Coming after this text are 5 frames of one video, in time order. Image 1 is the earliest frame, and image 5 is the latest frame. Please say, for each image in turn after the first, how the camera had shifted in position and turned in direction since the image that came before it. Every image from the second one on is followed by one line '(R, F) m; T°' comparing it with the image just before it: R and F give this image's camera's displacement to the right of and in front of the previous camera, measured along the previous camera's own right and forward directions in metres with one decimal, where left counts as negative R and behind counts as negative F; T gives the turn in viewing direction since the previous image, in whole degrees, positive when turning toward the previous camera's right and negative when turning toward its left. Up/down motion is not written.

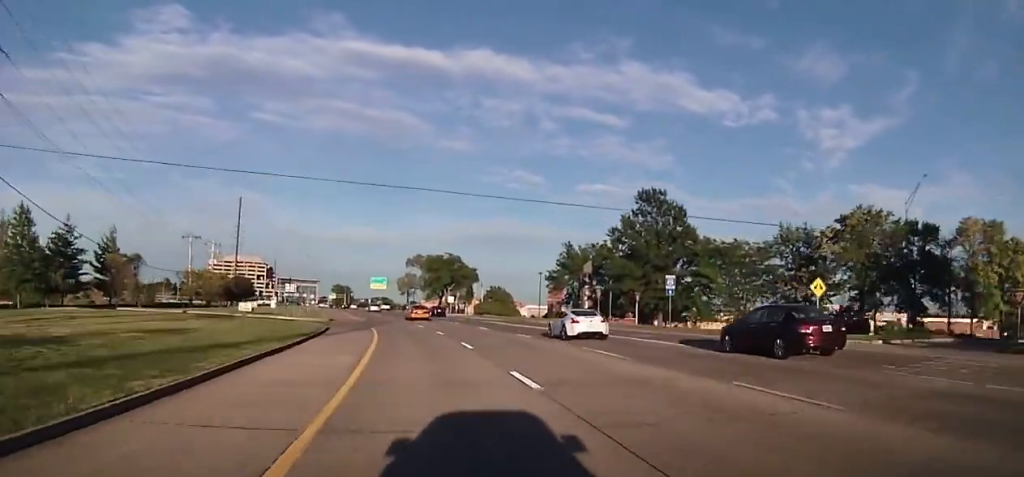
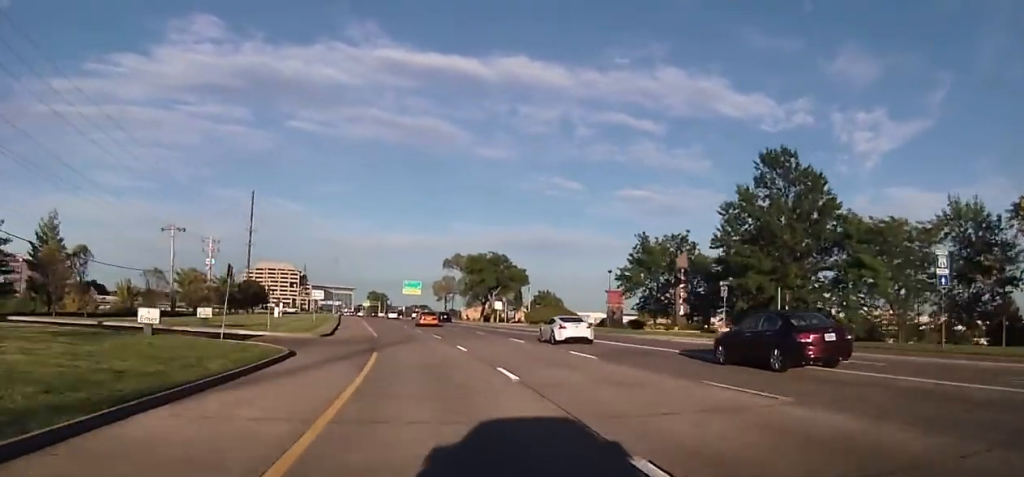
(-0.5, +21.4) m; -3°
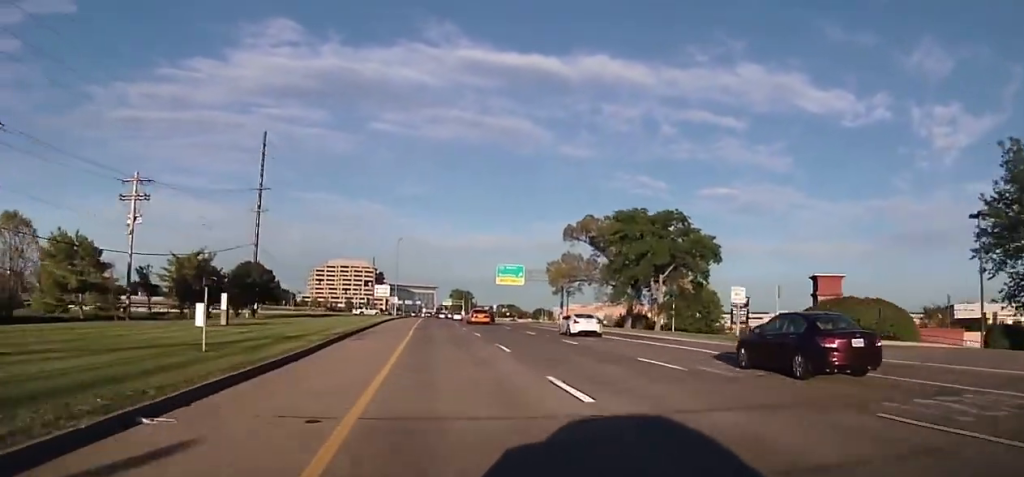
(-3.9, +52.4) m; -7°
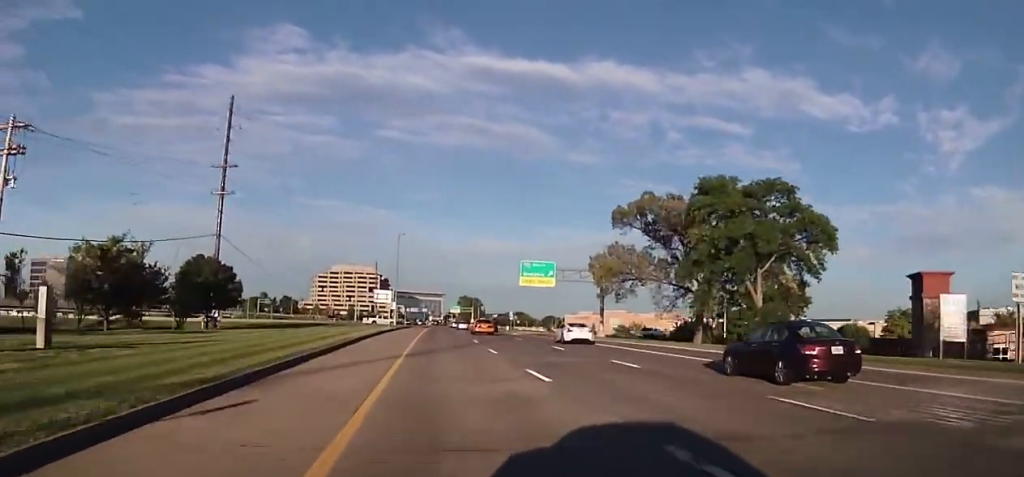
(-0.8, +20.2) m; -4°
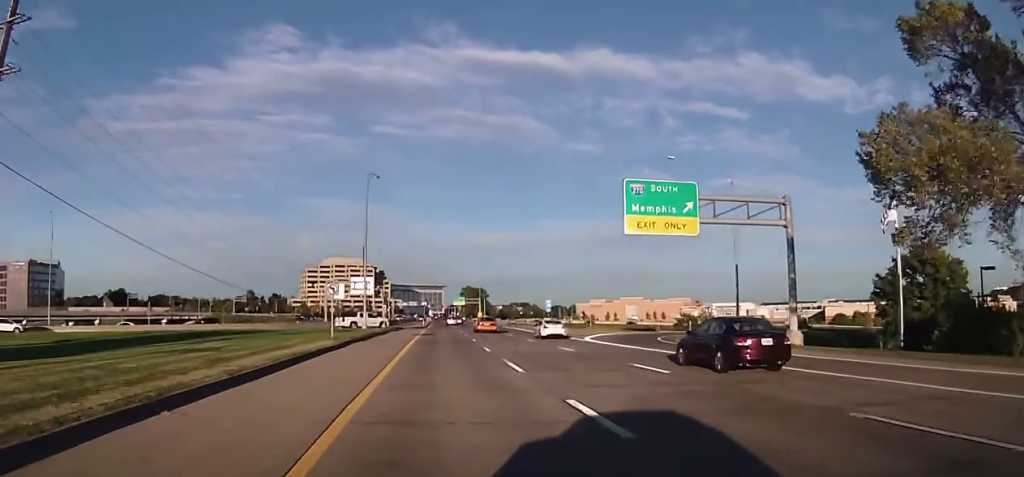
(0.0, +44.2) m; 0°
